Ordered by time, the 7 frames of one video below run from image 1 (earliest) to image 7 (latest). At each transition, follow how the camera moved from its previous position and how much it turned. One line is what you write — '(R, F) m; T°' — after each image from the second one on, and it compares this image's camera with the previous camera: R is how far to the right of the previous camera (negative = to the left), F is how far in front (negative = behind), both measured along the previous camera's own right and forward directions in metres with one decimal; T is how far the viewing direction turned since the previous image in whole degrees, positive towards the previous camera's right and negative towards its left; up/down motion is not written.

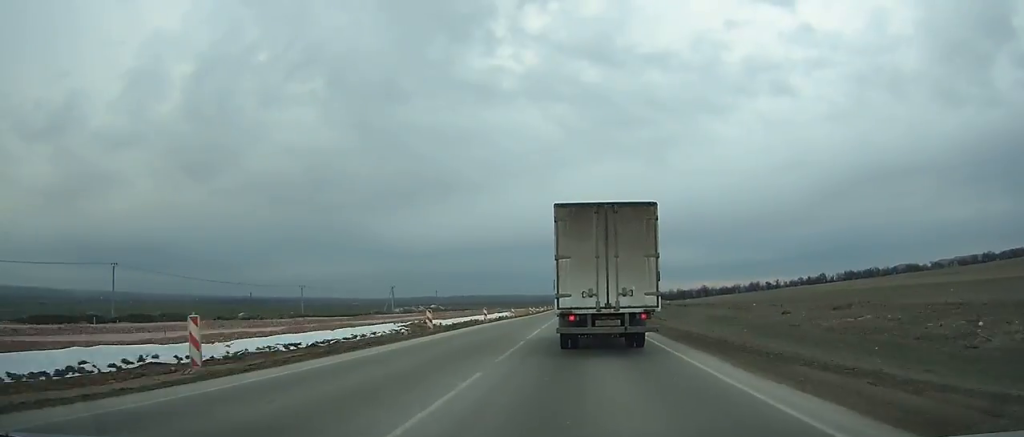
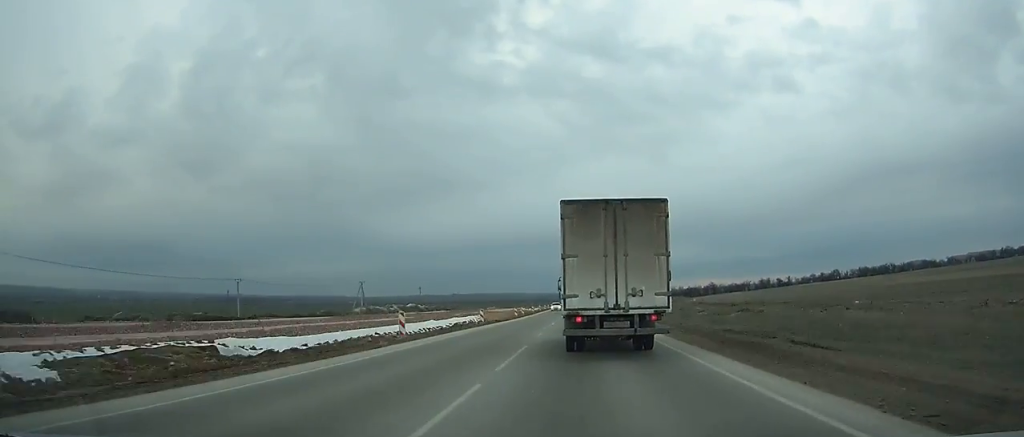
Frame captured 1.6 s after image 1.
(-0.1, +26.7) m; -1°
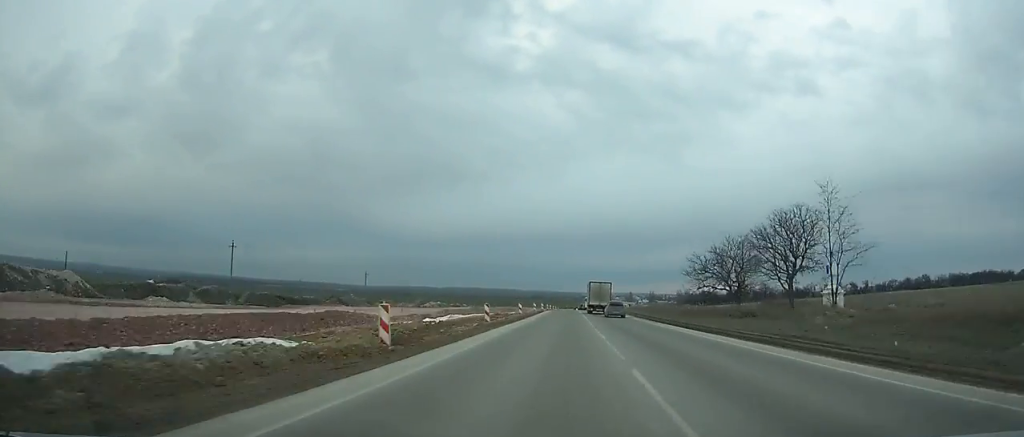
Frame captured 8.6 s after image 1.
(-0.1, +124.8) m; +2°
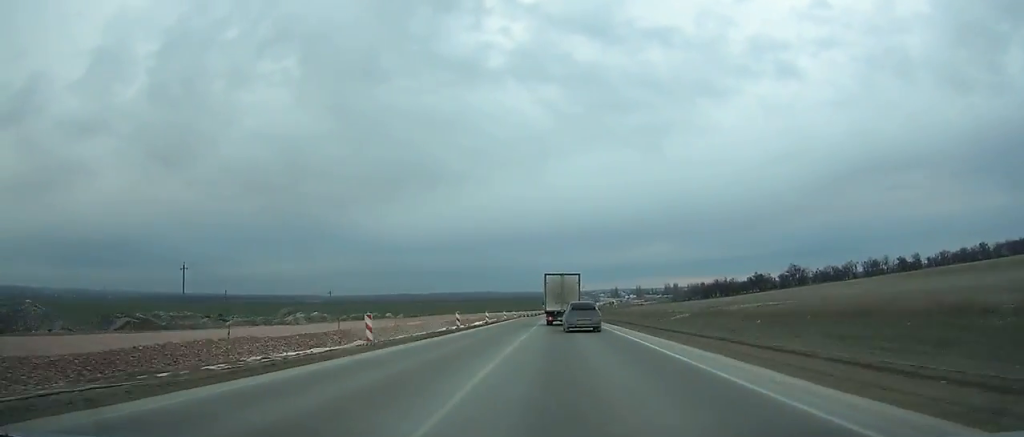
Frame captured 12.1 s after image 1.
(+1.4, +63.3) m; +1°
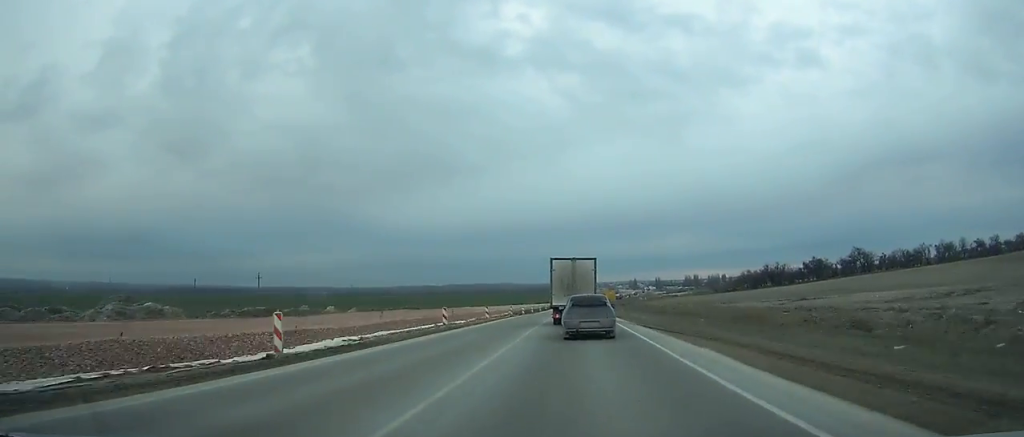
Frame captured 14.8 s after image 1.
(-0.5, +45.1) m; 0°
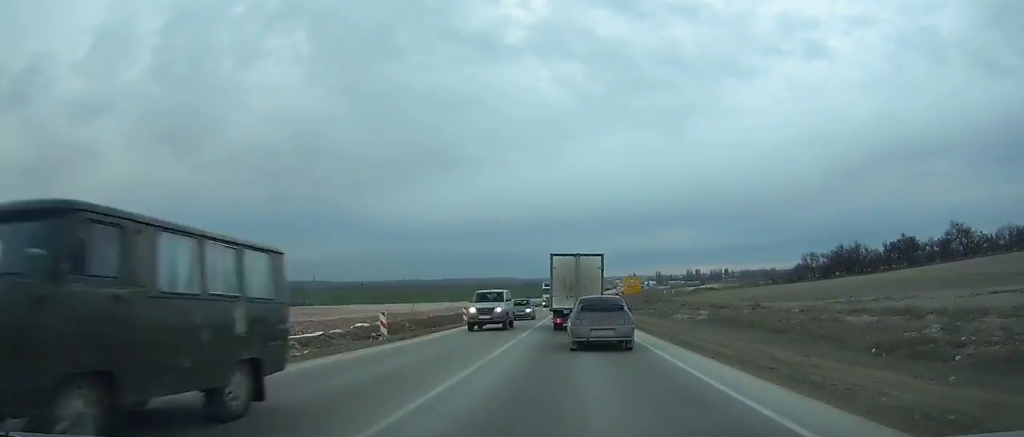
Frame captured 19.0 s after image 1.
(-0.1, +64.0) m; -1°
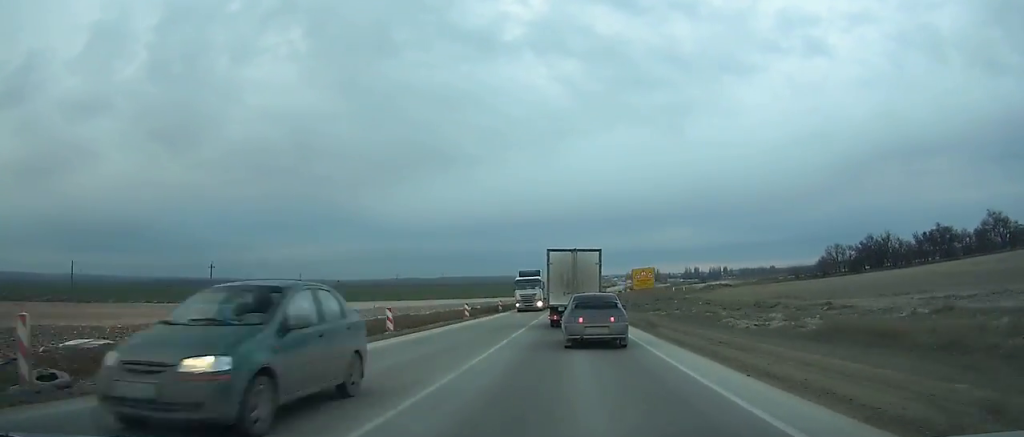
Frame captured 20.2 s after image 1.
(-0.1, +17.3) m; 0°
